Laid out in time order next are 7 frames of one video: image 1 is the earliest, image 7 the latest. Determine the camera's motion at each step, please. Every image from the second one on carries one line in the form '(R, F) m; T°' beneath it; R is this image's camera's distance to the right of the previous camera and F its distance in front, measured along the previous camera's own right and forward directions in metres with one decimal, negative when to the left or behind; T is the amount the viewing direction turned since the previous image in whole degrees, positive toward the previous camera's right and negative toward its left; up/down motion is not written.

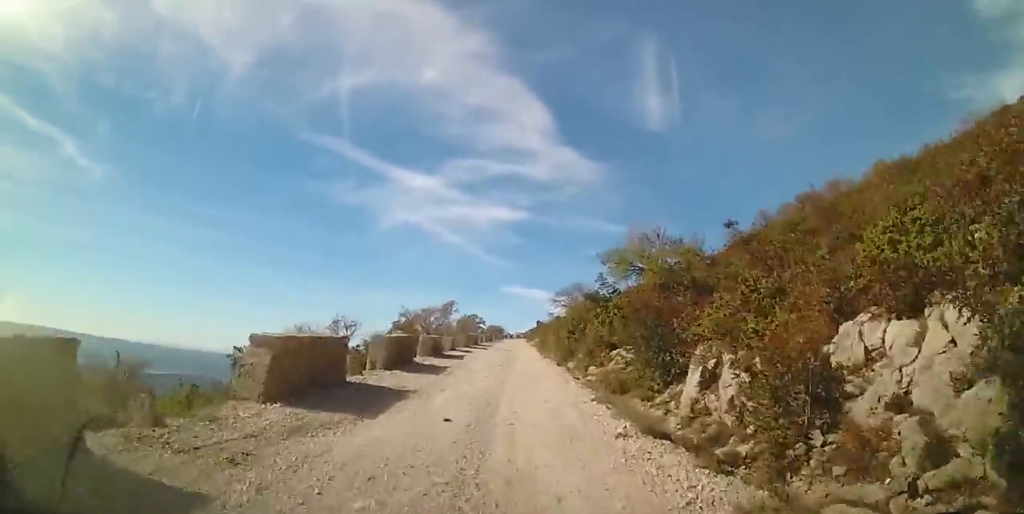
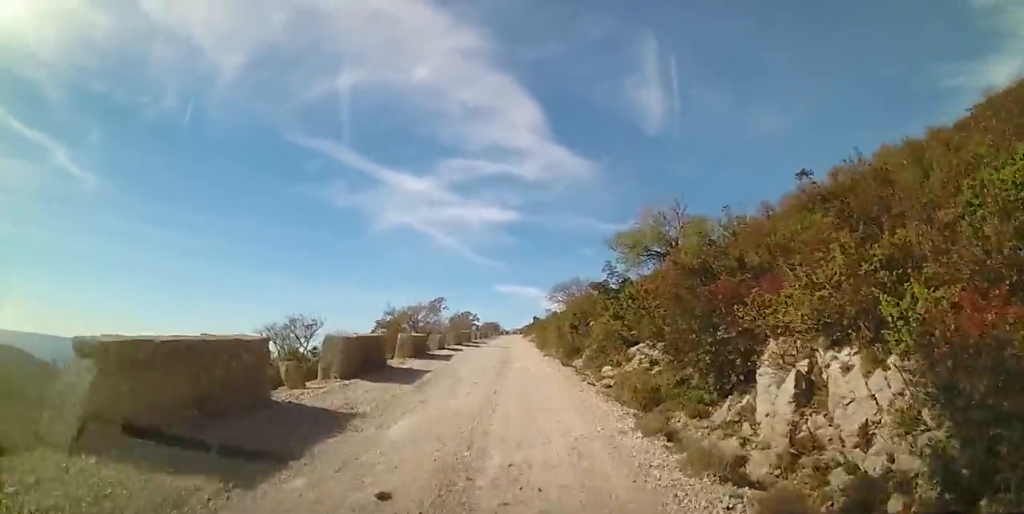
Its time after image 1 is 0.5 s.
(-0.3, +3.7) m; -3°
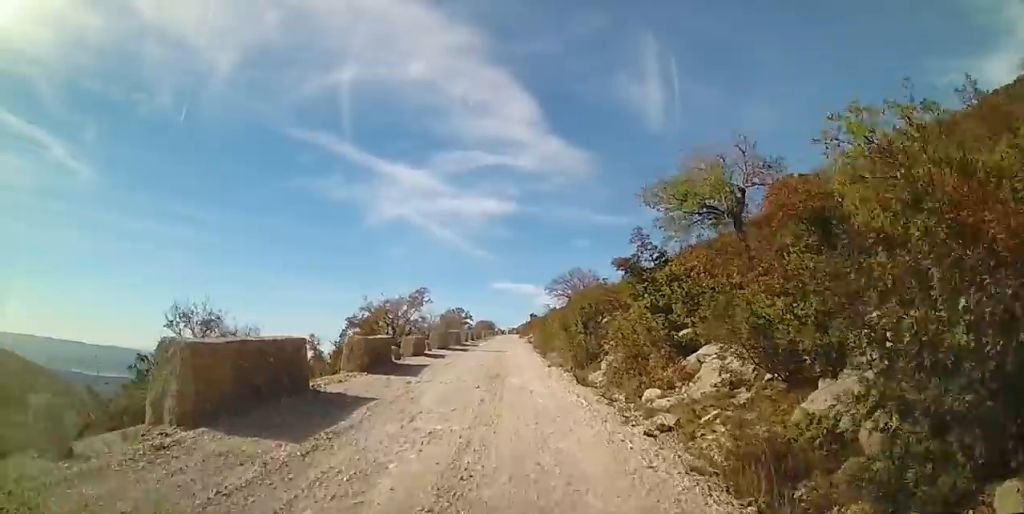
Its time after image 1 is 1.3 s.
(-0.2, +5.9) m; +1°
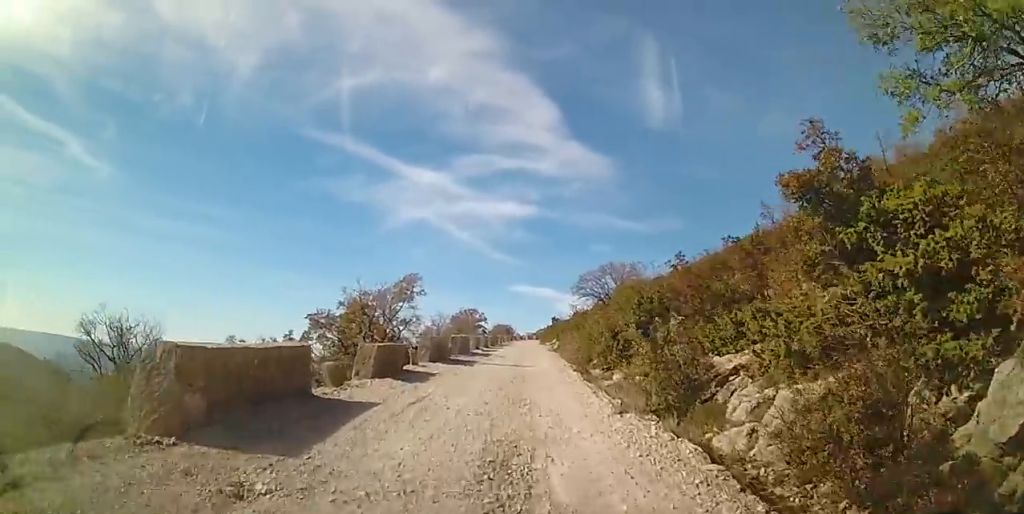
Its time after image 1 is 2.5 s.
(+0.5, +8.9) m; +3°
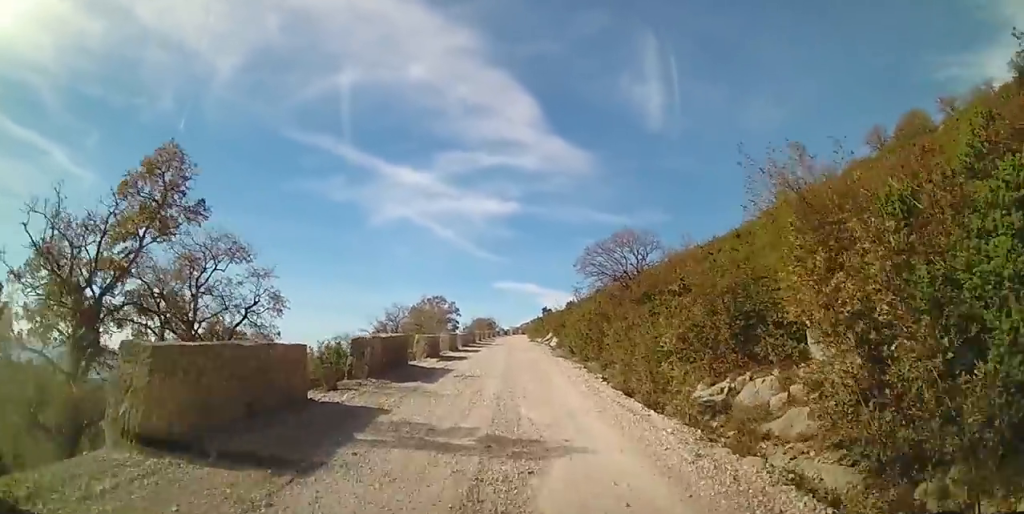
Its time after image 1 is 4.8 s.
(-1.1, +16.3) m; 0°
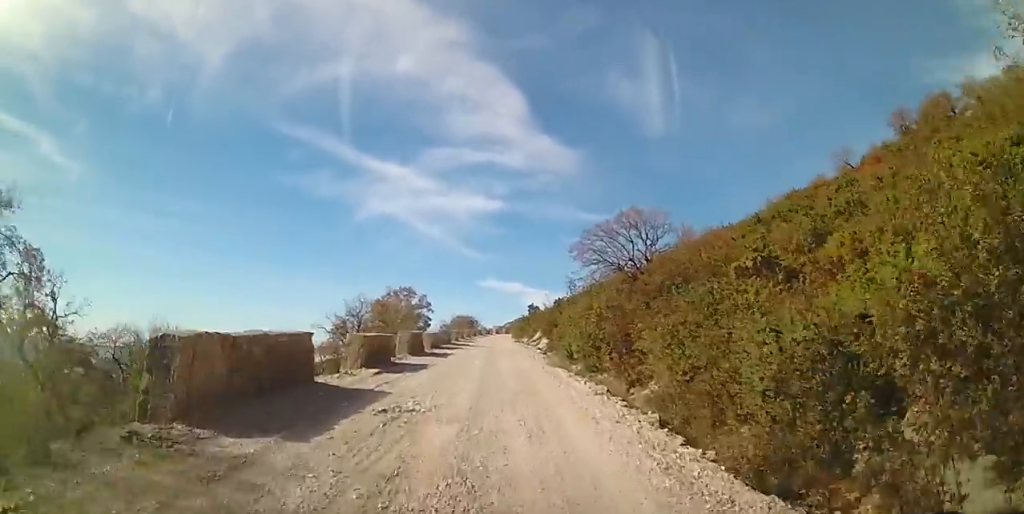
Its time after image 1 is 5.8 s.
(+0.6, +7.1) m; +1°
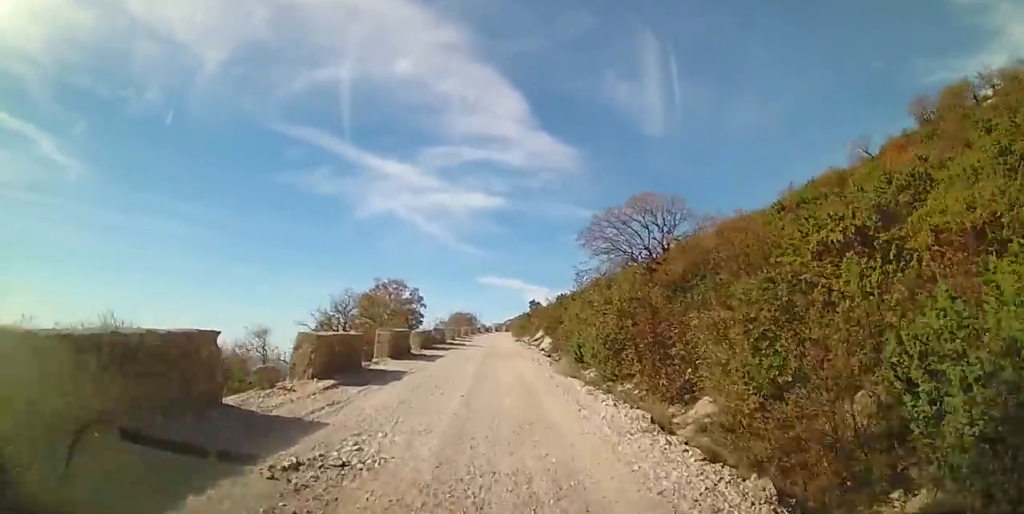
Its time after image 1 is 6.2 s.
(-0.2, +3.5) m; 0°
